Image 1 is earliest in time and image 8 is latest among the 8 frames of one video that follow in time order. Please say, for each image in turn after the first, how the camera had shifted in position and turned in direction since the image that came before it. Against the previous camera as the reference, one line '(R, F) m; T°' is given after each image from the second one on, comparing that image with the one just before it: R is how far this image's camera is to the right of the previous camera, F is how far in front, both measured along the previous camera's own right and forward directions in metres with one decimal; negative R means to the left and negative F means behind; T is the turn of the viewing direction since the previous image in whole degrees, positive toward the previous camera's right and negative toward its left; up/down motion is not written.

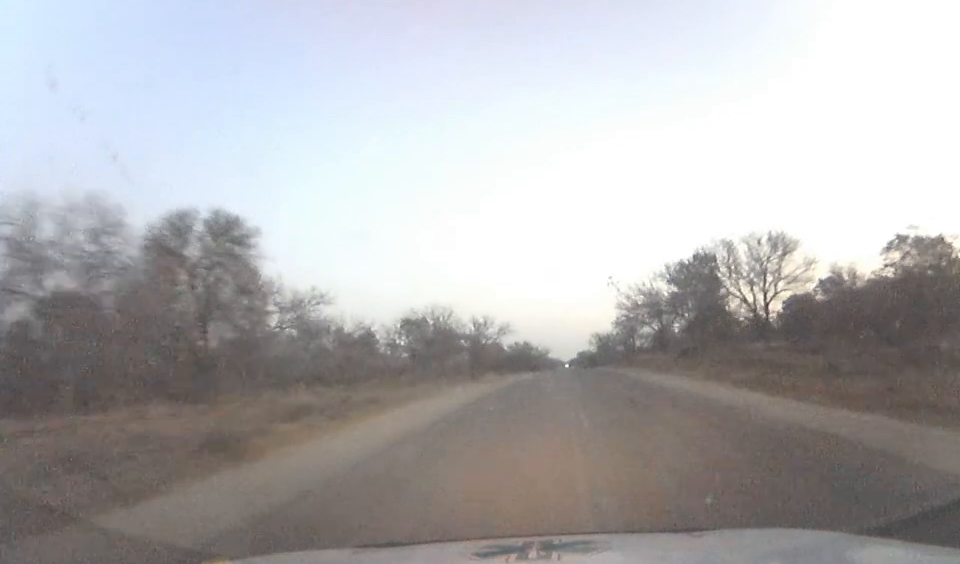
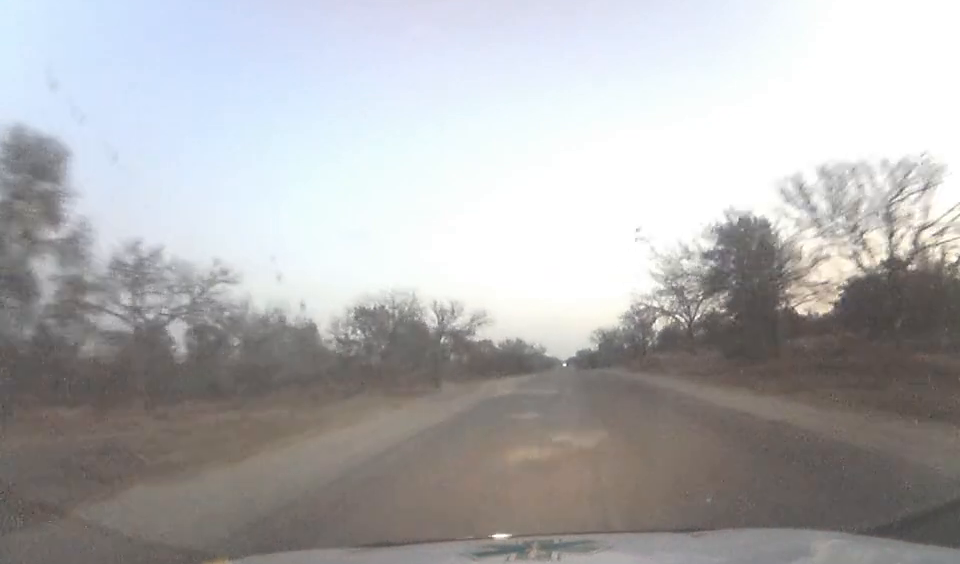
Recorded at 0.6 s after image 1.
(-0.2, +19.0) m; 0°
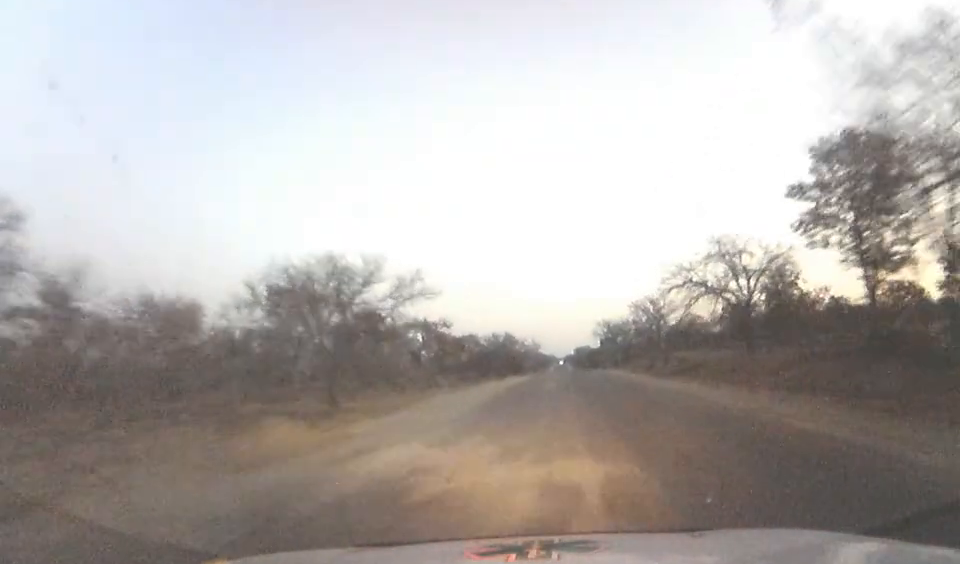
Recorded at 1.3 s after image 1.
(+0.2, +21.0) m; 0°
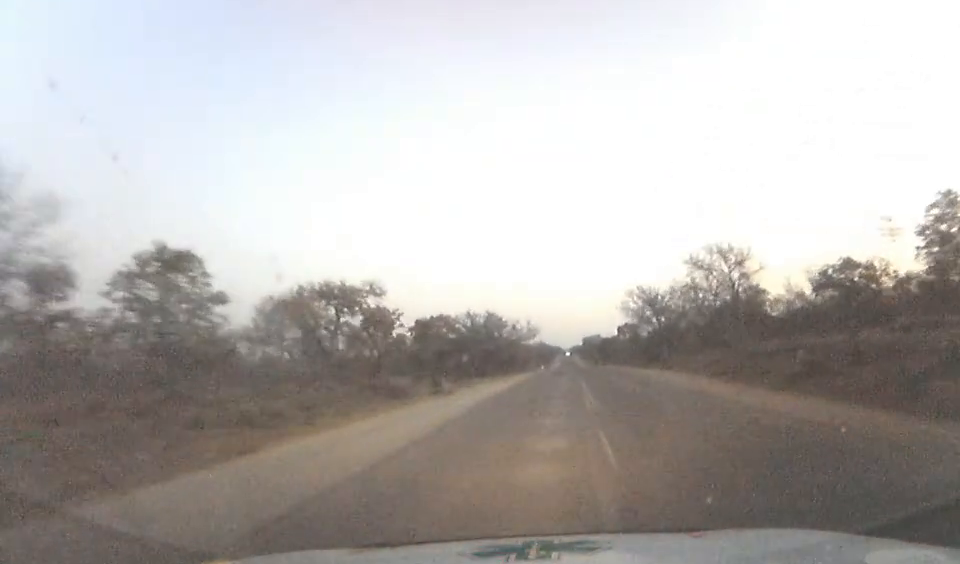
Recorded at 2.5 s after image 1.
(0.0, +37.9) m; 0°
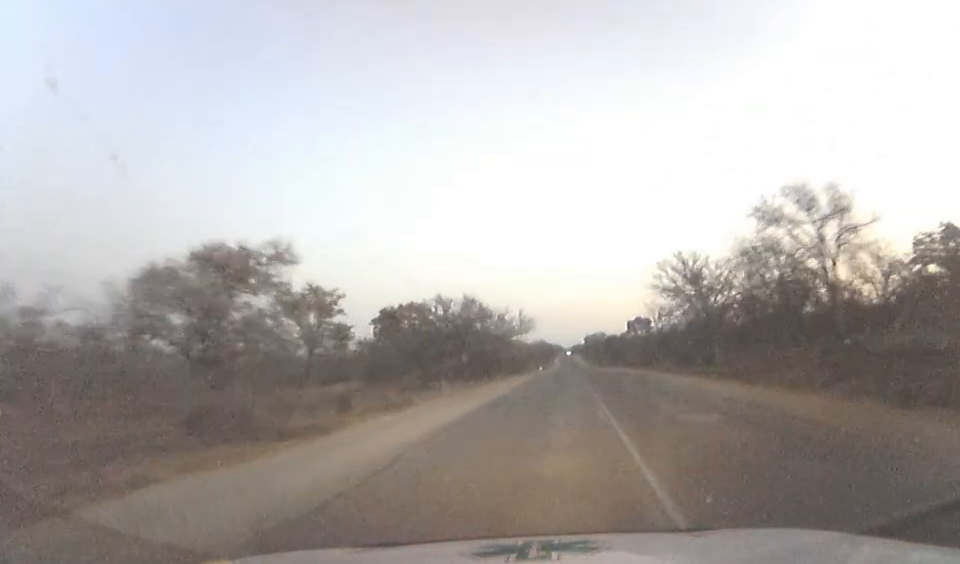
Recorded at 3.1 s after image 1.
(0.0, +19.0) m; 0°
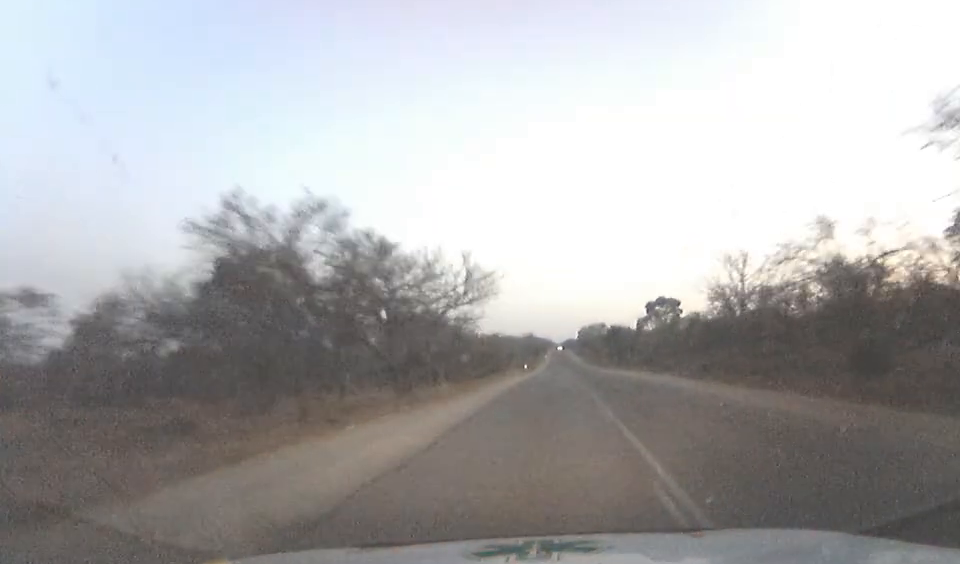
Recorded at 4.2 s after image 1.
(+0.1, +36.2) m; 0°
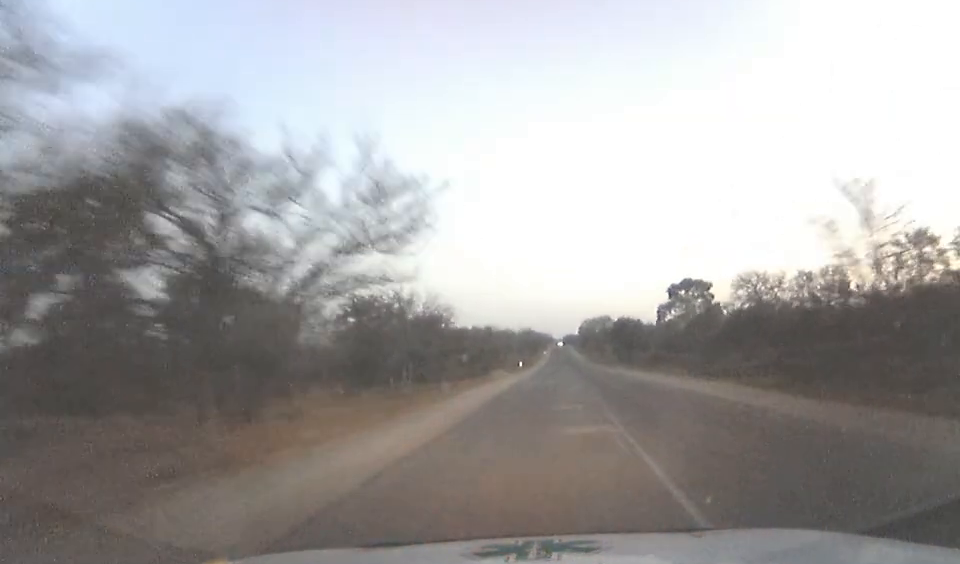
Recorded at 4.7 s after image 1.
(+0.1, +17.2) m; 0°
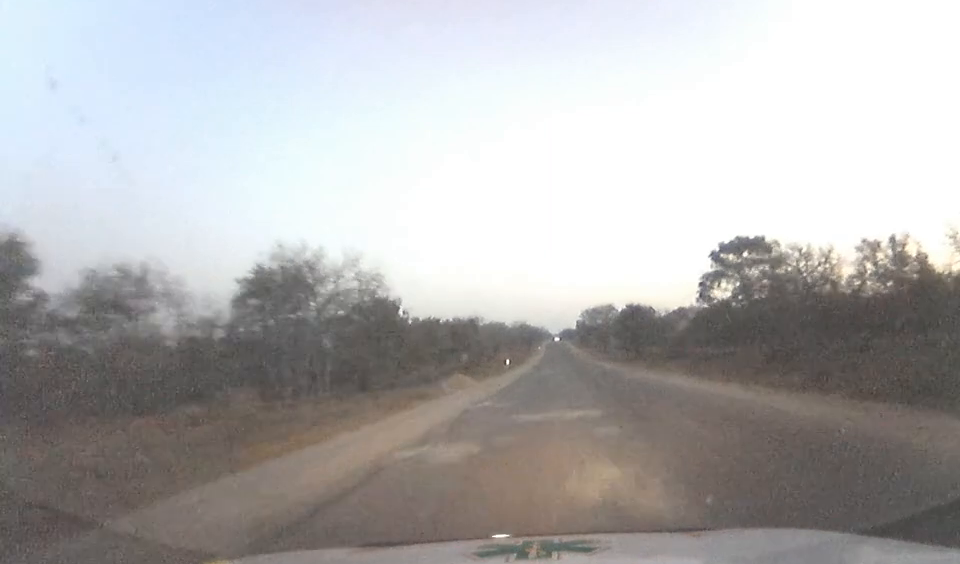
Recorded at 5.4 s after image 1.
(-0.1, +21.8) m; 0°
